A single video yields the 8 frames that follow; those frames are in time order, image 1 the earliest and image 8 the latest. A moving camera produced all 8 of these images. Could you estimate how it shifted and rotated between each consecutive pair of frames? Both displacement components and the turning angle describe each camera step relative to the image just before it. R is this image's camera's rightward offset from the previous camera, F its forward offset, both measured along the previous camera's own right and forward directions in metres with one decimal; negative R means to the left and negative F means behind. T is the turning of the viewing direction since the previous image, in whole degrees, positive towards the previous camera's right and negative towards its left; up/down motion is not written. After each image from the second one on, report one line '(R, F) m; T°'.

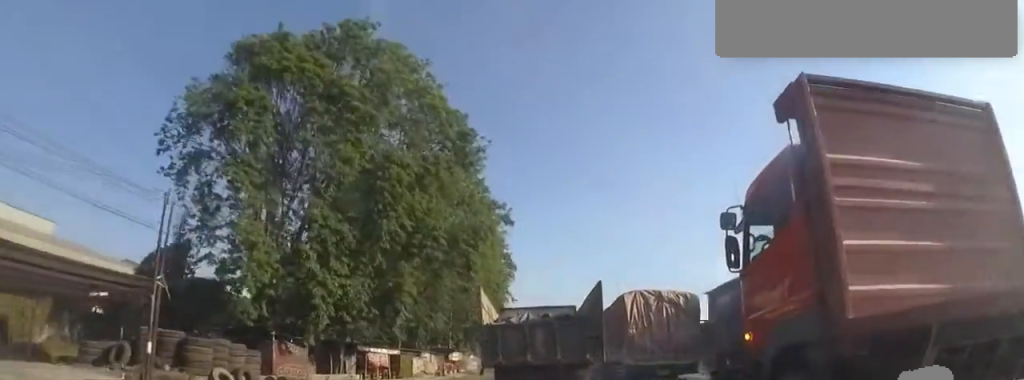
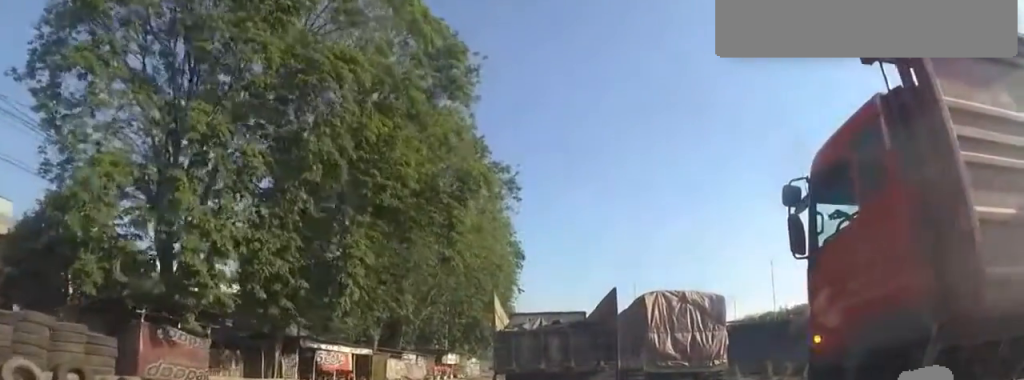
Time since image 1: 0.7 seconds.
(-0.5, +8.0) m; 0°
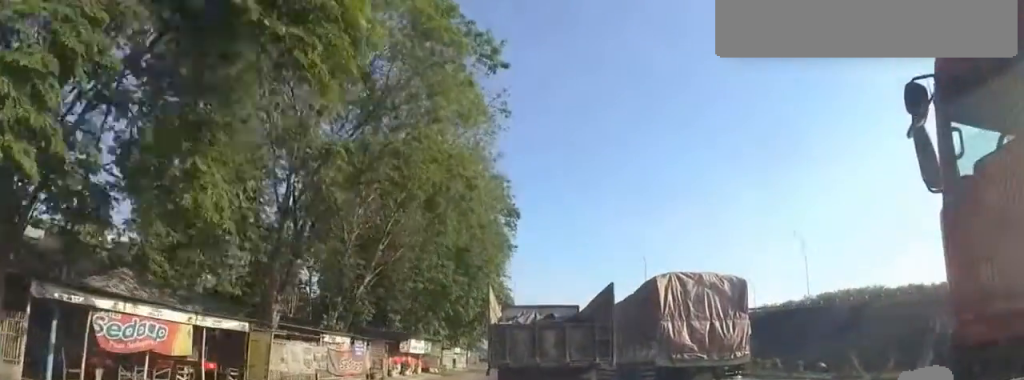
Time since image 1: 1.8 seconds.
(+0.3, +11.3) m; 0°
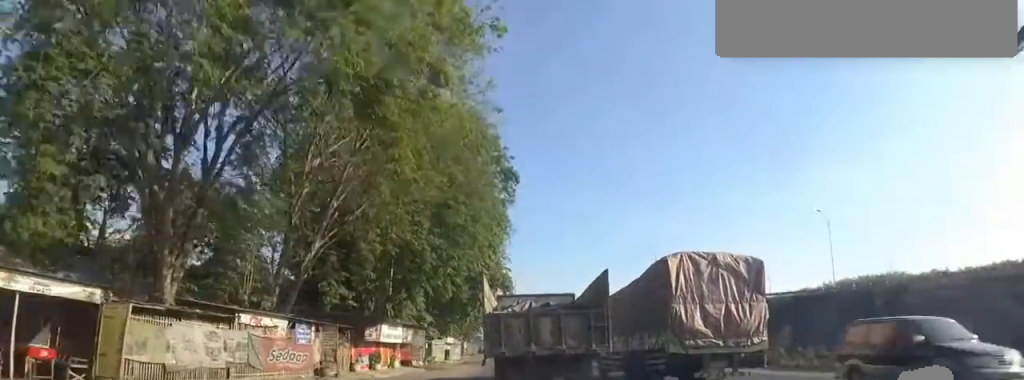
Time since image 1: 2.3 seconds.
(+0.3, +6.0) m; 0°
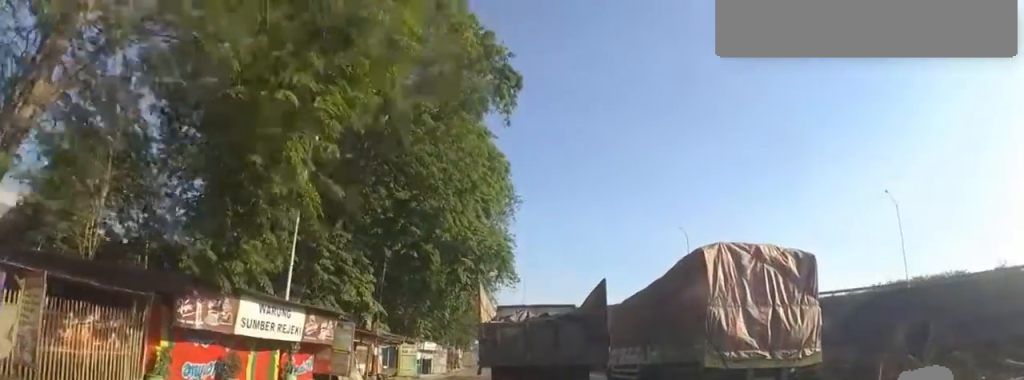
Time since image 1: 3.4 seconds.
(-0.9, +12.7) m; -1°
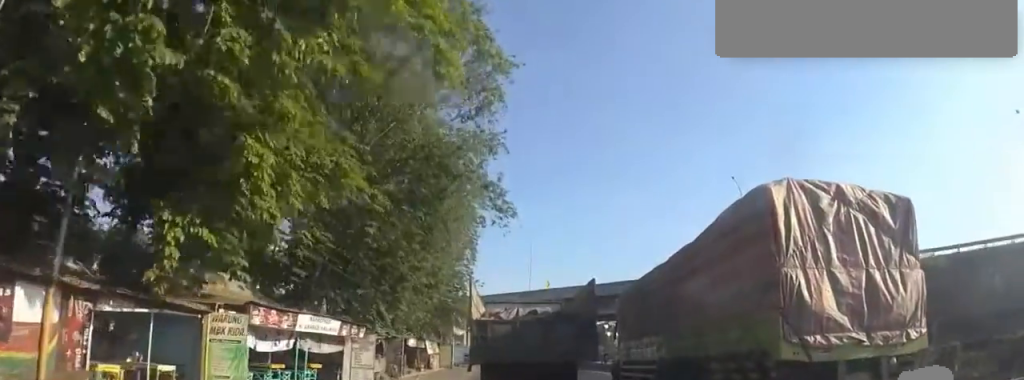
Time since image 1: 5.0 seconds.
(-0.3, +18.7) m; -6°
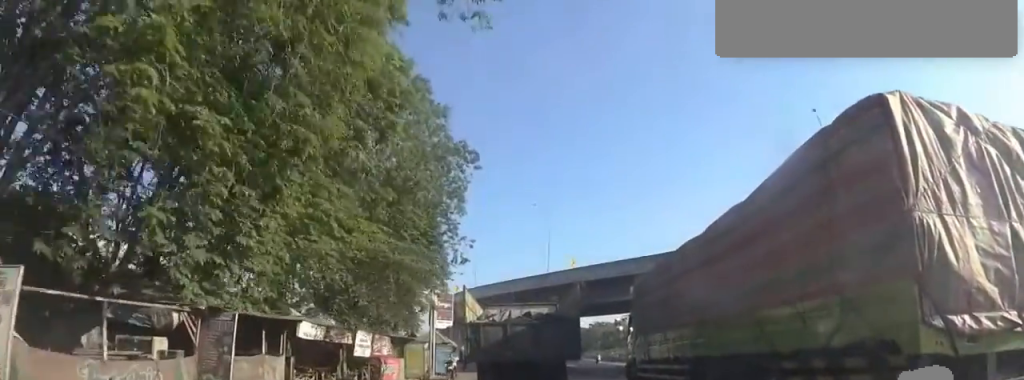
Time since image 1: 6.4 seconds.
(-0.3, +15.6) m; -1°
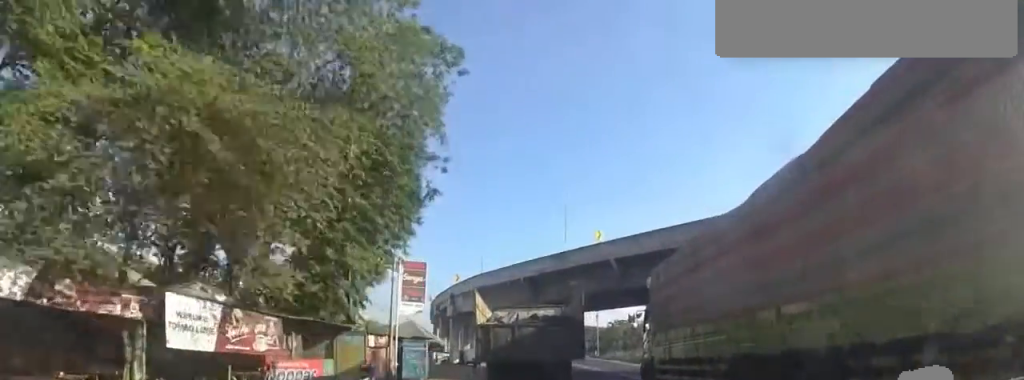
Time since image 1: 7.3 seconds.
(0.0, +10.5) m; 0°
